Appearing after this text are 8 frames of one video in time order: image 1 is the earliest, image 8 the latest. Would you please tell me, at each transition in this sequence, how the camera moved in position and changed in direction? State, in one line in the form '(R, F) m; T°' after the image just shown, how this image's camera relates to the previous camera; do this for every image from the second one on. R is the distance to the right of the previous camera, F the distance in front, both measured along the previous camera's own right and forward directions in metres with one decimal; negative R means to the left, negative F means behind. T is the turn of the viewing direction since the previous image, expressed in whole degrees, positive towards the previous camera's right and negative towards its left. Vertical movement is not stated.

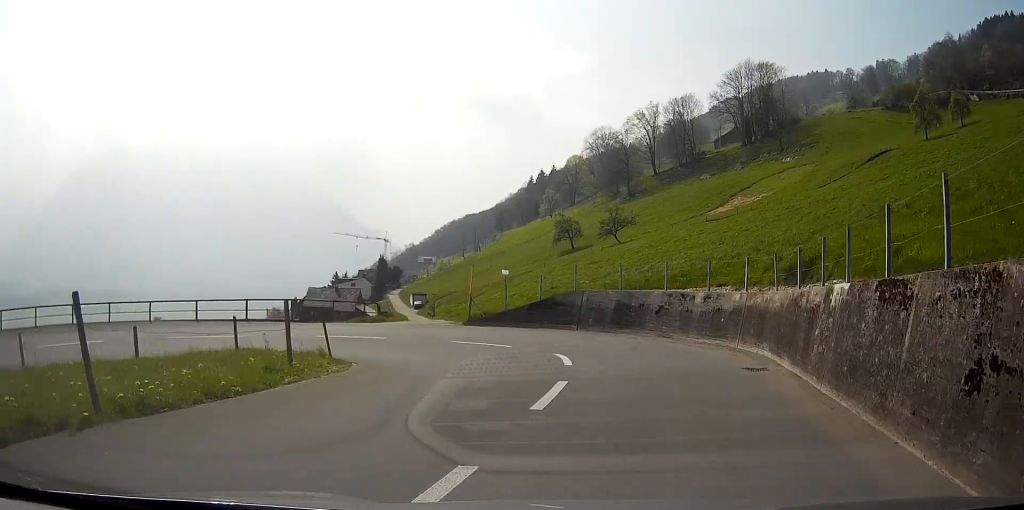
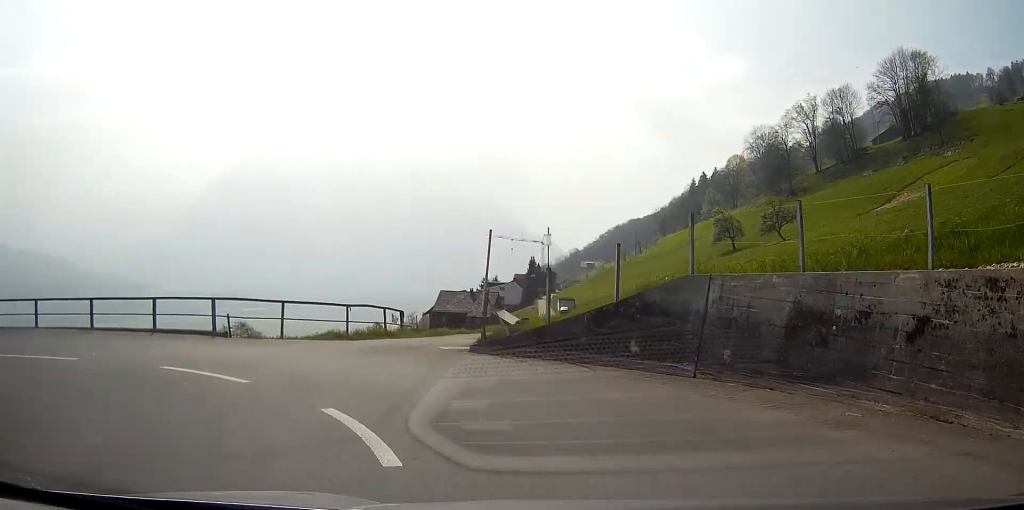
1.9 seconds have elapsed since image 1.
(-0.8, +15.3) m; -16°
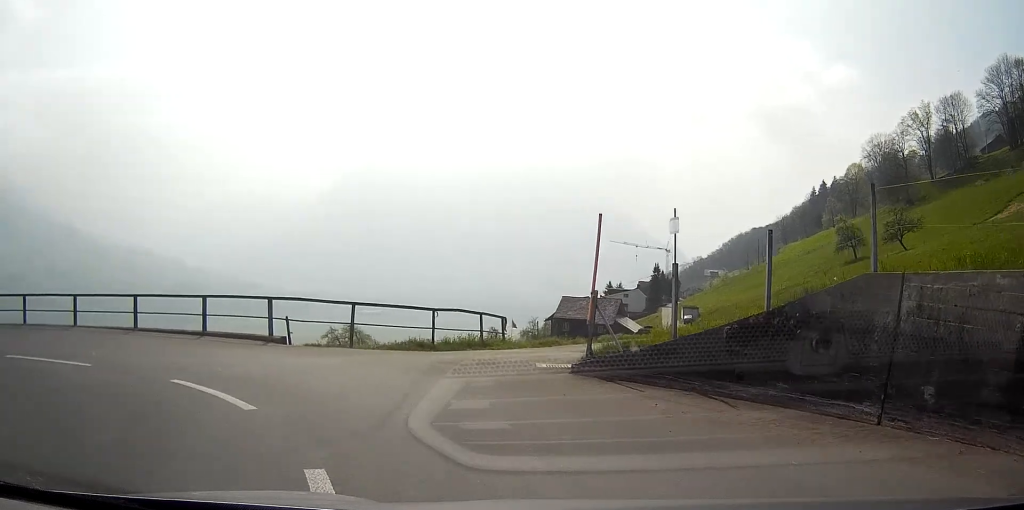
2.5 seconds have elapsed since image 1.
(-0.4, +3.2) m; -12°
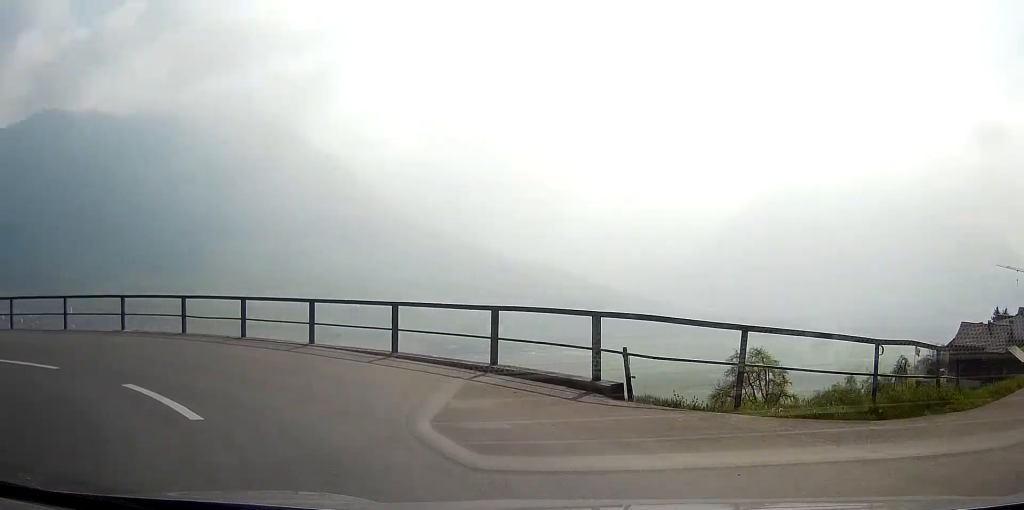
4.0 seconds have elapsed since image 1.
(-2.2, +7.0) m; -36°
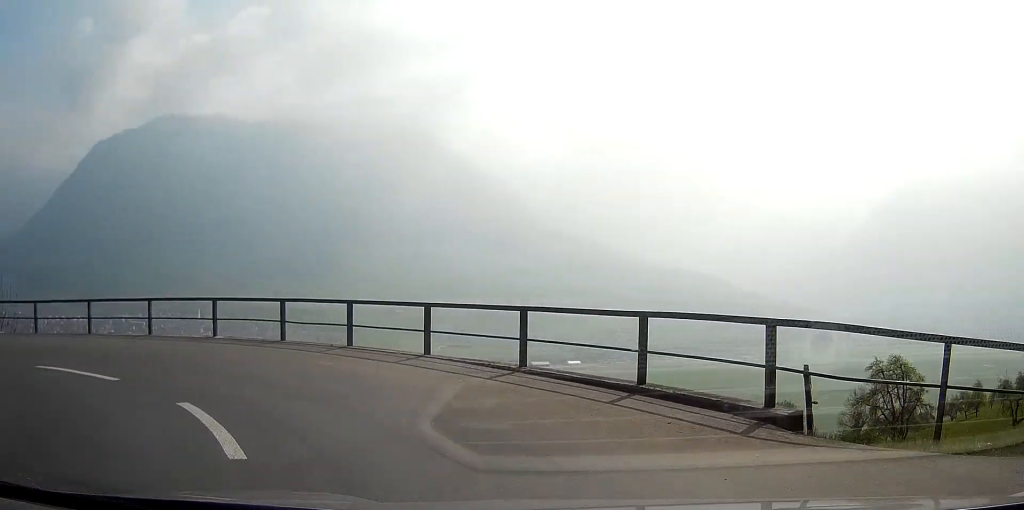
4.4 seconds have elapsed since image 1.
(-0.2, +1.9) m; -10°
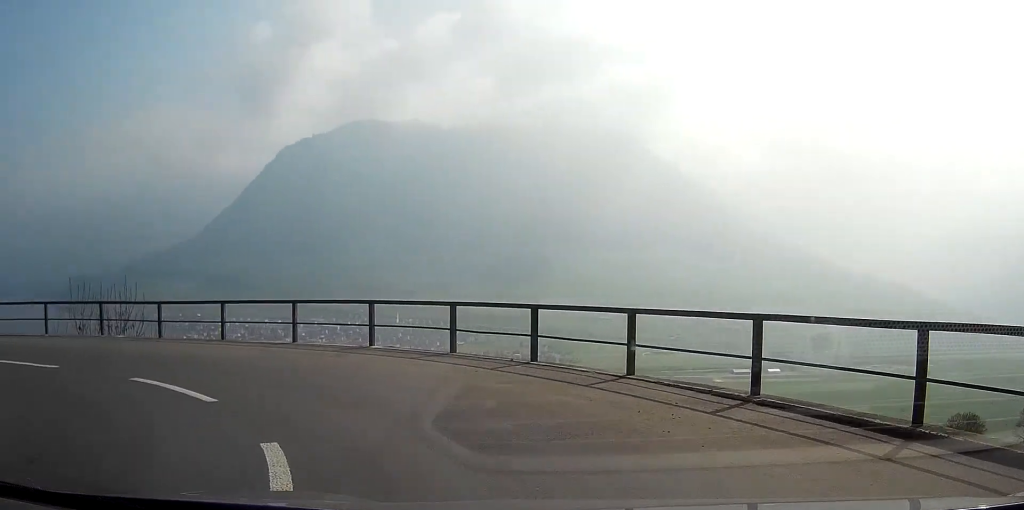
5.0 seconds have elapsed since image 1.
(-0.3, +2.7) m; -14°
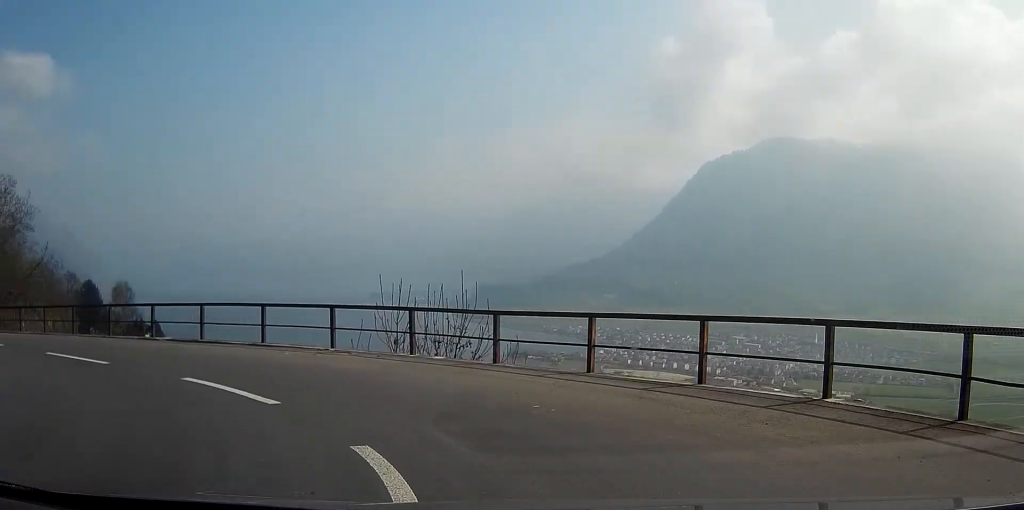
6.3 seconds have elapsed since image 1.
(-1.5, +5.4) m; -28°
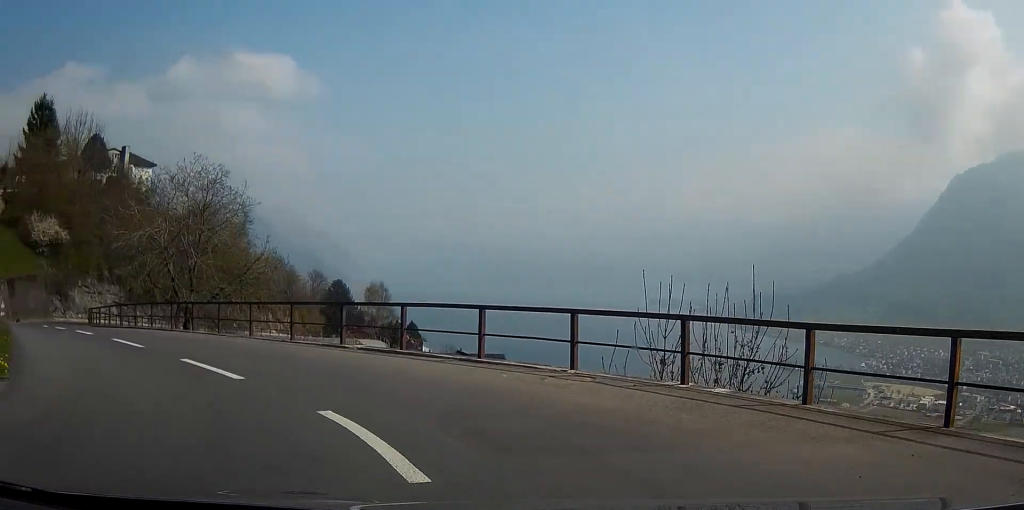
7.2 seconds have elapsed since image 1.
(-0.5, +4.0) m; -15°
